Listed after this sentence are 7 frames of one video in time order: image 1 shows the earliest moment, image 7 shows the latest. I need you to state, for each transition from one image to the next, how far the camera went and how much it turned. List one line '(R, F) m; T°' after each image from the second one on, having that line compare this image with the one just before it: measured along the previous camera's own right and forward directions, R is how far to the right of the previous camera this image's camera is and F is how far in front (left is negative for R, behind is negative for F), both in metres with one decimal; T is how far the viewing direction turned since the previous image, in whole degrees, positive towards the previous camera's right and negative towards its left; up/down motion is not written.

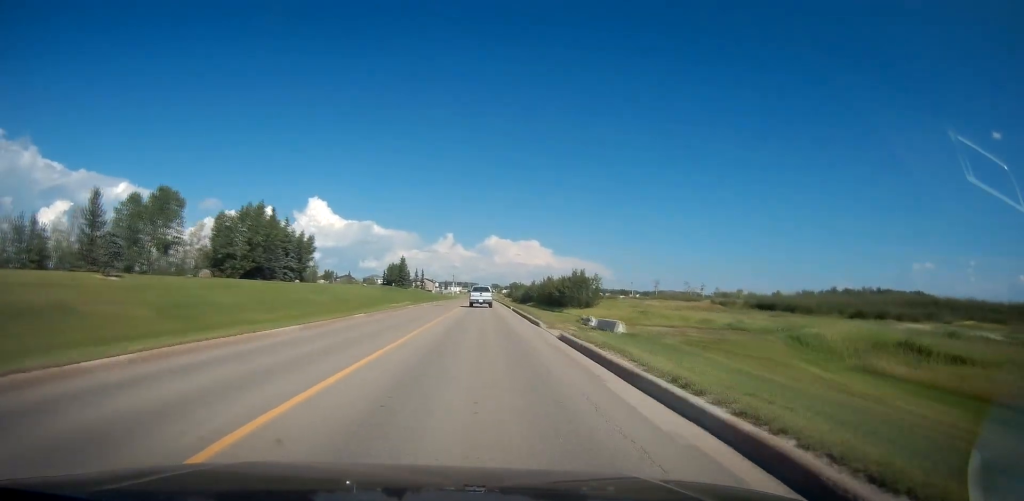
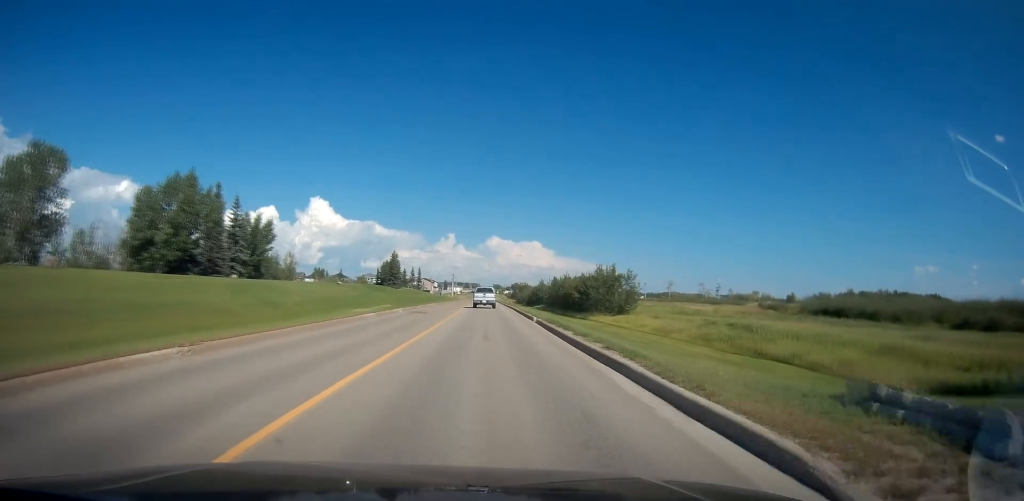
(0.0, +19.4) m; 0°
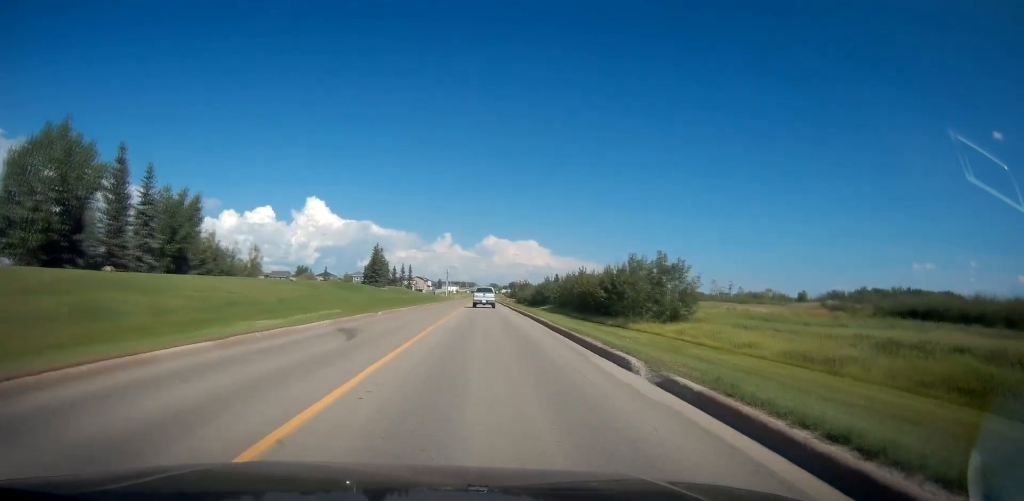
(0.0, +19.9) m; 0°
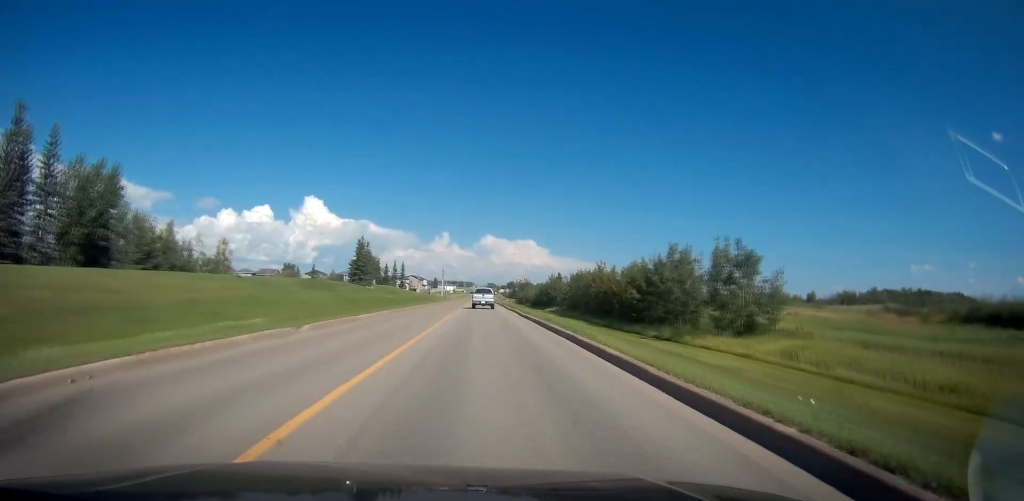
(0.0, +14.4) m; 0°
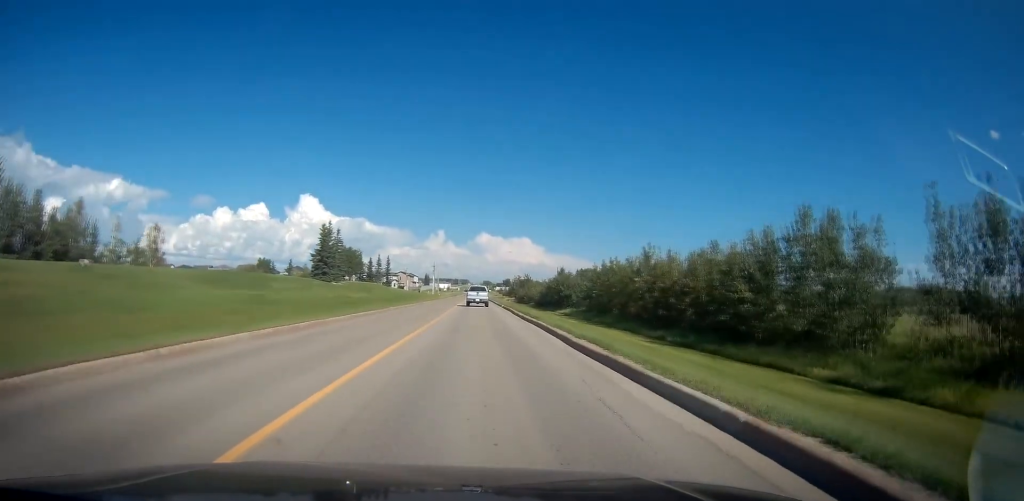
(0.0, +22.2) m; 0°
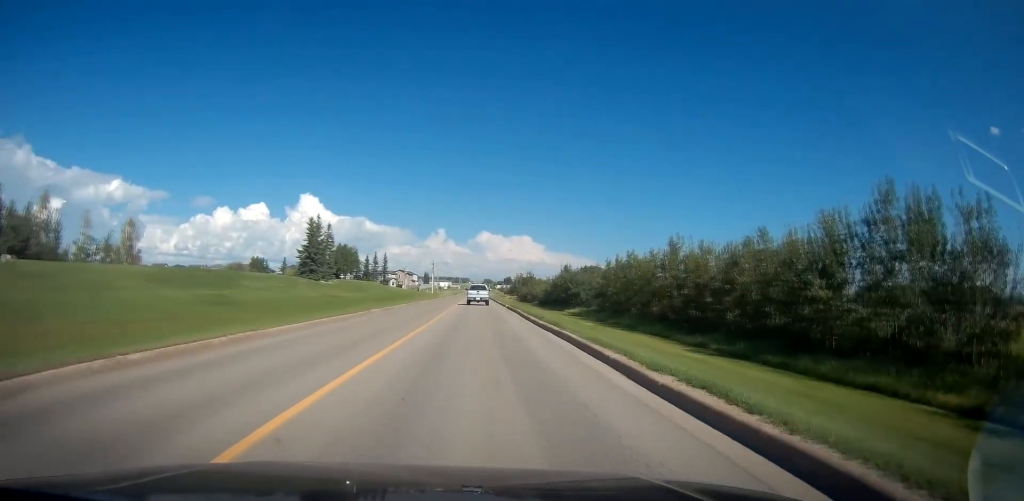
(0.0, +7.0) m; 0°
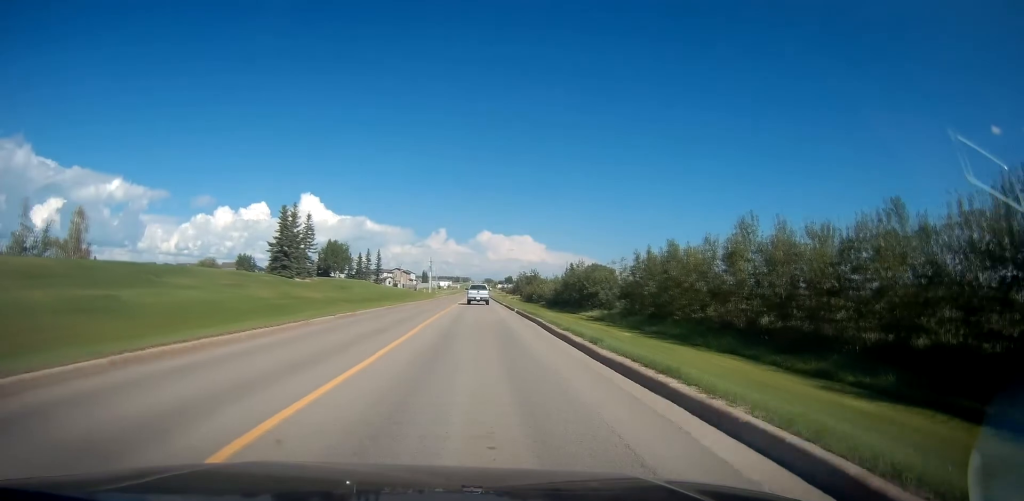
(0.0, +11.9) m; 0°
